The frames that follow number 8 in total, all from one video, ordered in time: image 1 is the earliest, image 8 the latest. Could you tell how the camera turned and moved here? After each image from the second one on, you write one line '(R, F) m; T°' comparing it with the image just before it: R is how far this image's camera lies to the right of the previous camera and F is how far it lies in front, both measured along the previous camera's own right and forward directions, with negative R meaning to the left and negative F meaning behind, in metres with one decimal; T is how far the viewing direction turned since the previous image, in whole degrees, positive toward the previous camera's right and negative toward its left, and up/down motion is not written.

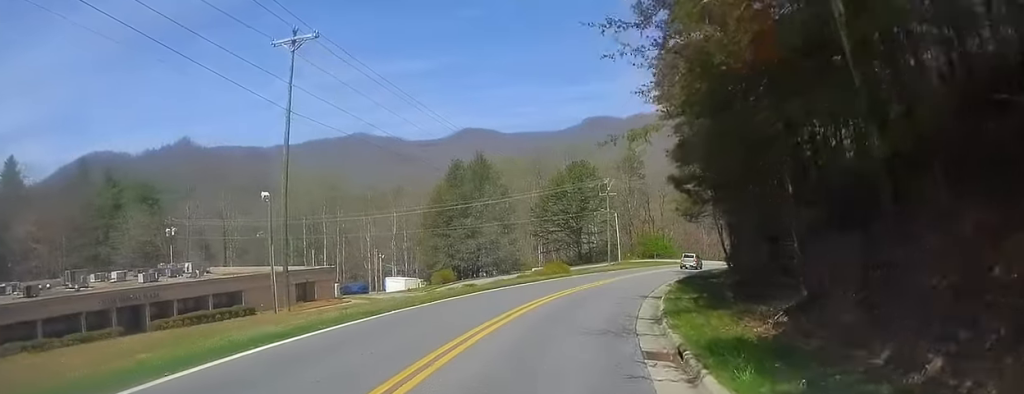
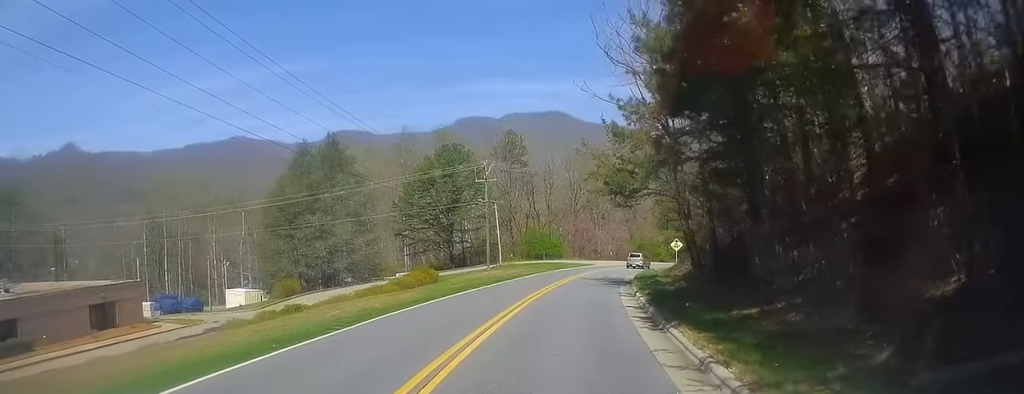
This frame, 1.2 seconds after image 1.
(+1.1, +17.2) m; +9°
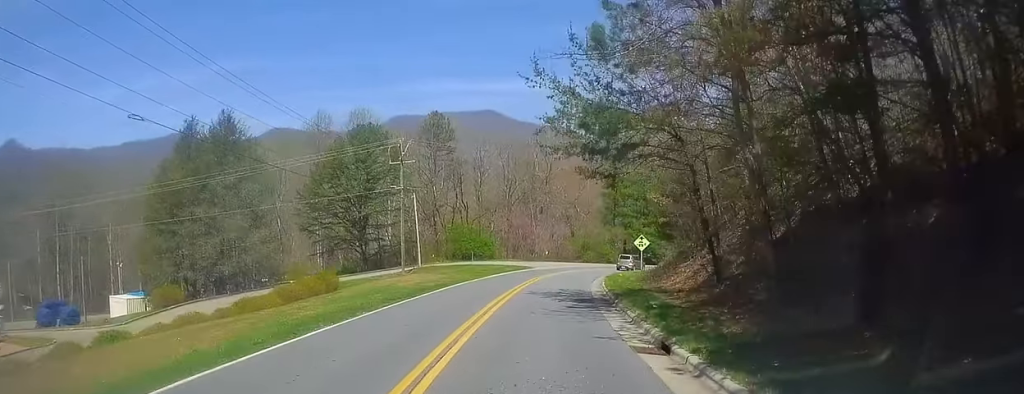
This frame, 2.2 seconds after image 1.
(+1.0, +13.2) m; +6°
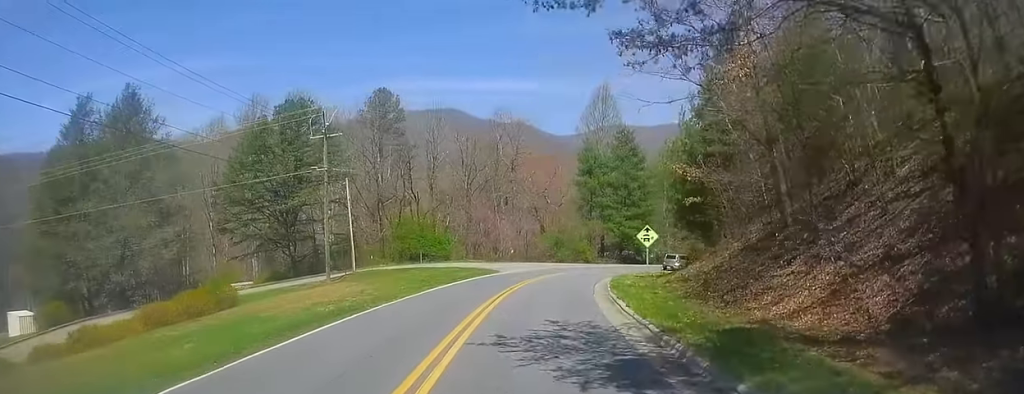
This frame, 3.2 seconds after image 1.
(+0.4, +13.4) m; +6°
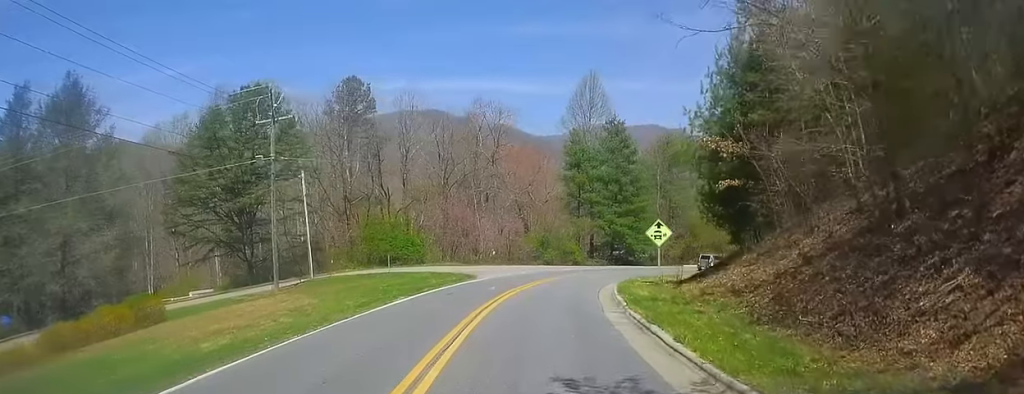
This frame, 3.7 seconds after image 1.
(-0.2, +6.7) m; +4°
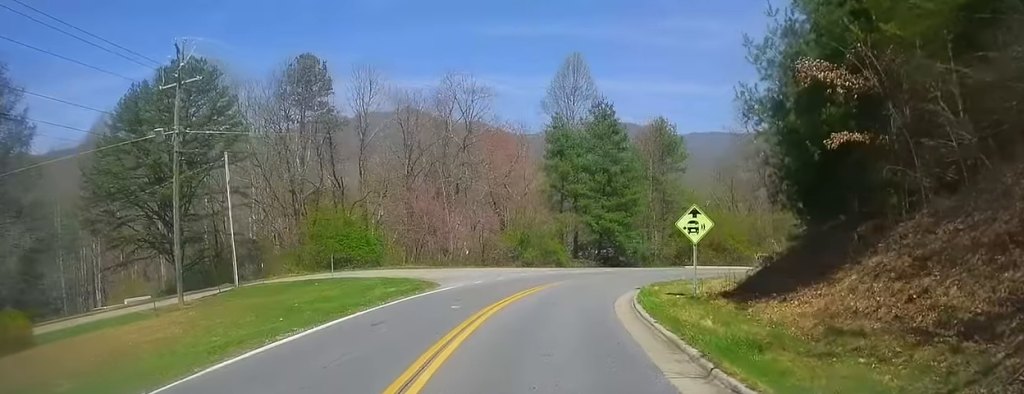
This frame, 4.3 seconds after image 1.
(+1.0, +8.8) m; +6°
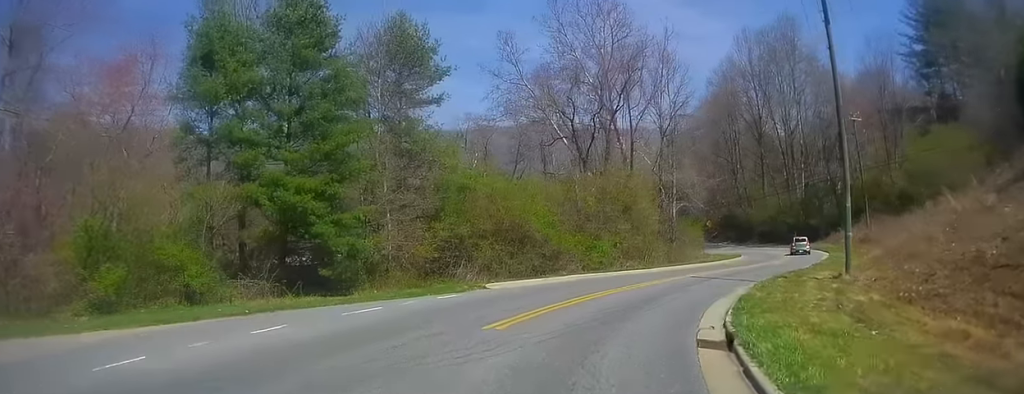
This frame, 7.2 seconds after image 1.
(+5.5, +33.8) m; +26°
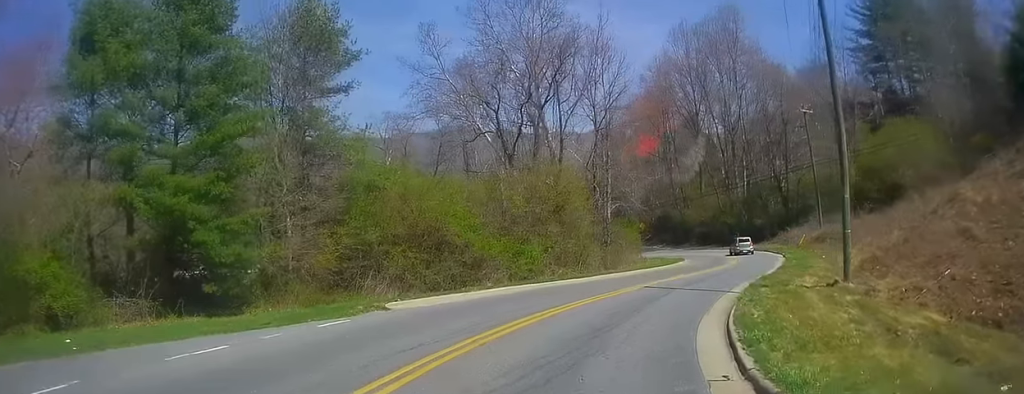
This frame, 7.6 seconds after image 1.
(+0.2, +5.1) m; +7°
